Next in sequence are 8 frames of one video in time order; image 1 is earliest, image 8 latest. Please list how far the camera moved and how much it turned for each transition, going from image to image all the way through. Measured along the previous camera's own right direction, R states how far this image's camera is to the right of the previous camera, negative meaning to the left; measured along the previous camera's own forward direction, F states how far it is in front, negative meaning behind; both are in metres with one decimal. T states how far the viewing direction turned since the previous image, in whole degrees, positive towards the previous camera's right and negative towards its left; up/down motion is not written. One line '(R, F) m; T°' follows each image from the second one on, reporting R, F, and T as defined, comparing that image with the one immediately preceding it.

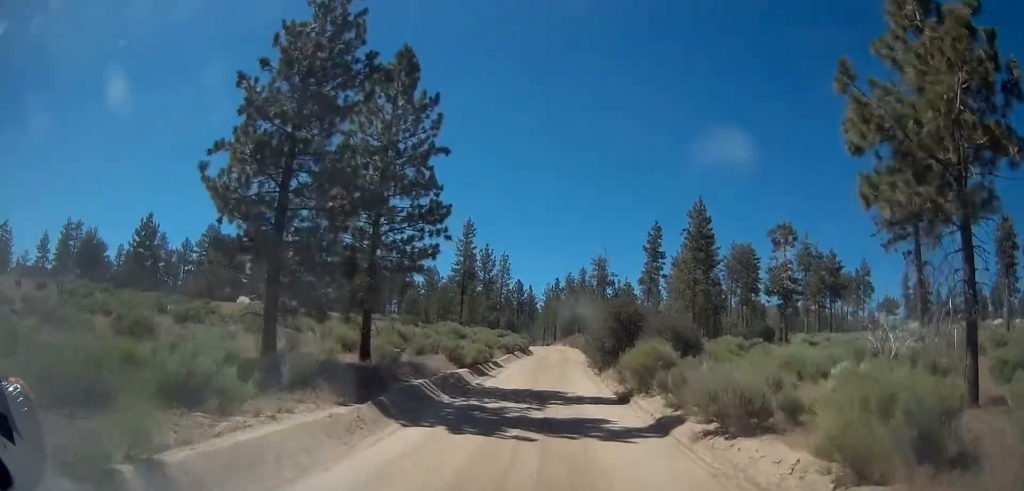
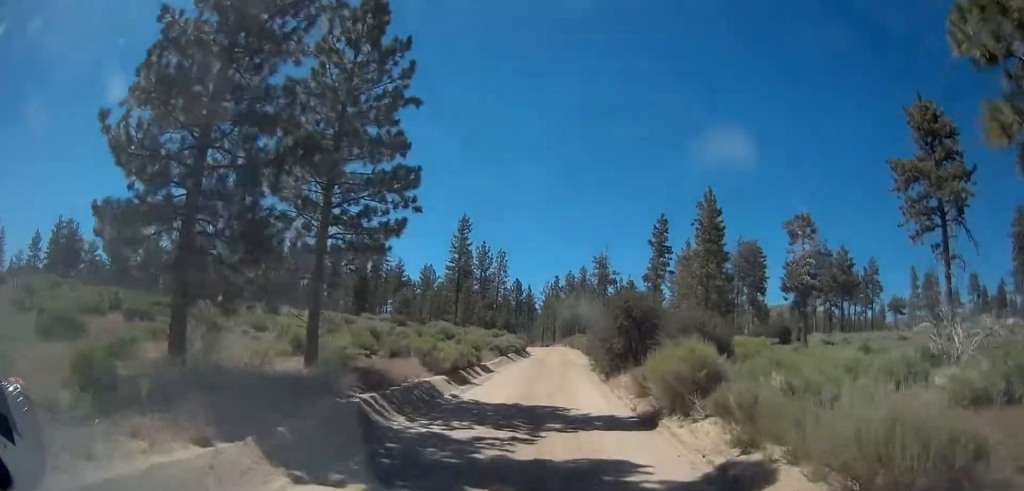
(0.0, +4.9) m; +3°
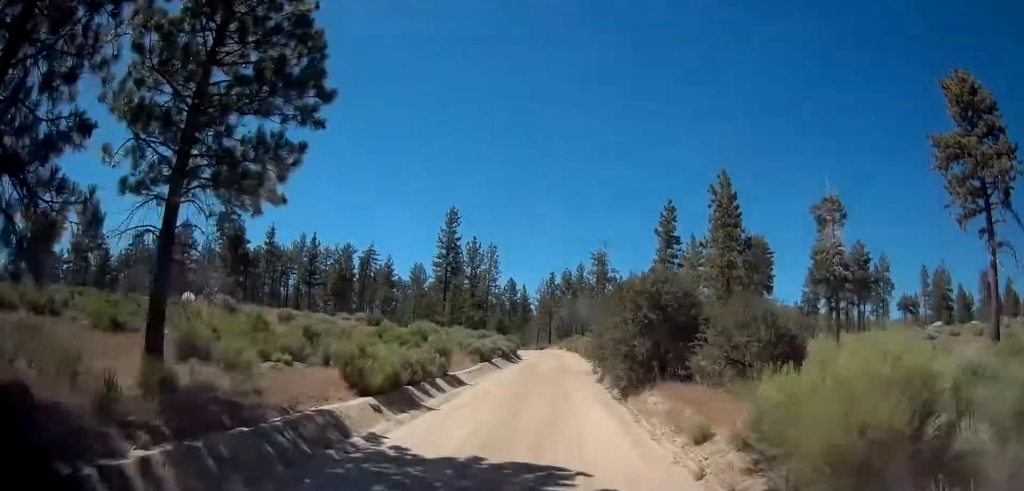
(+0.5, +7.3) m; 0°
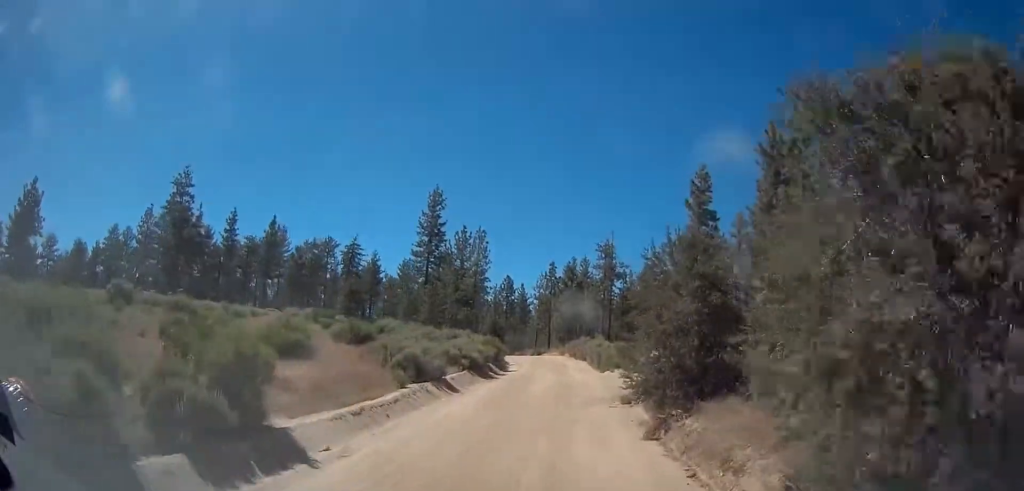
(-1.0, +13.9) m; -2°
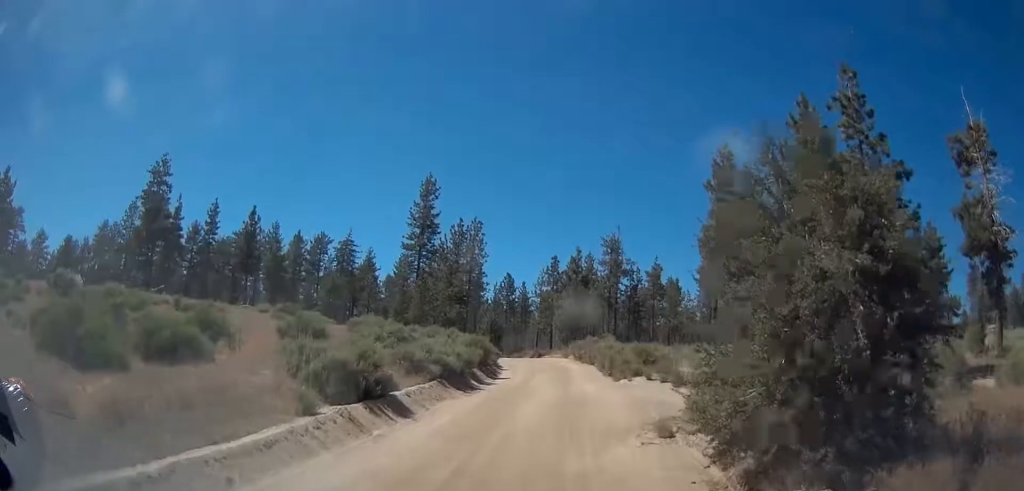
(+0.3, +6.0) m; +2°
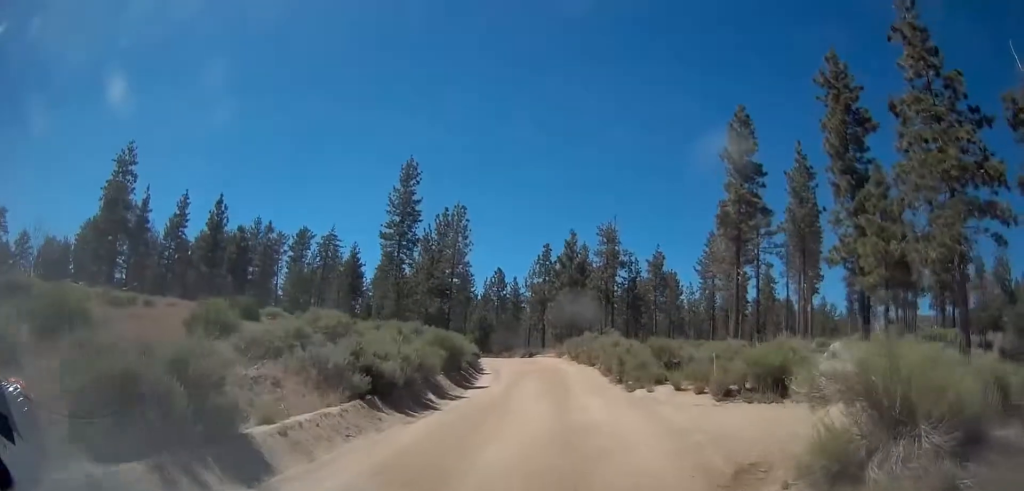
(+0.2, +6.1) m; -1°
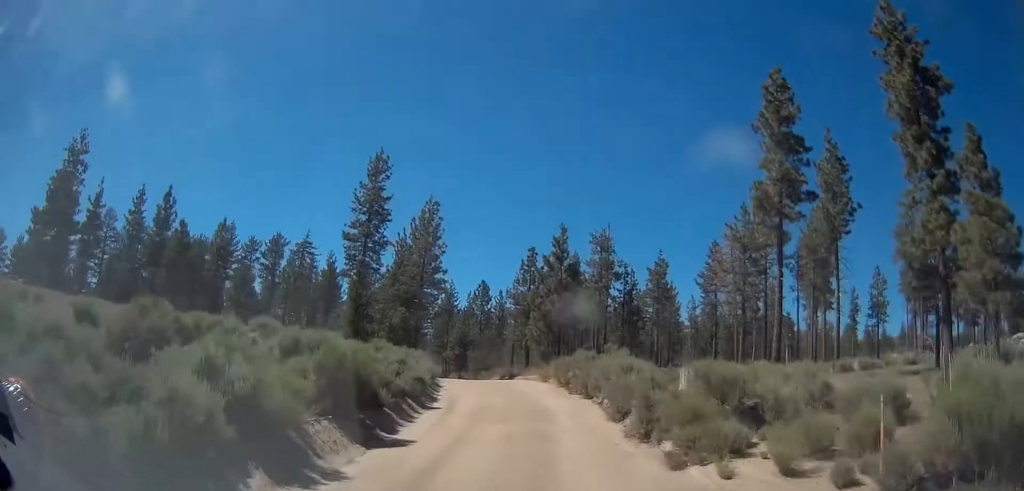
(-0.5, +8.4) m; -4°
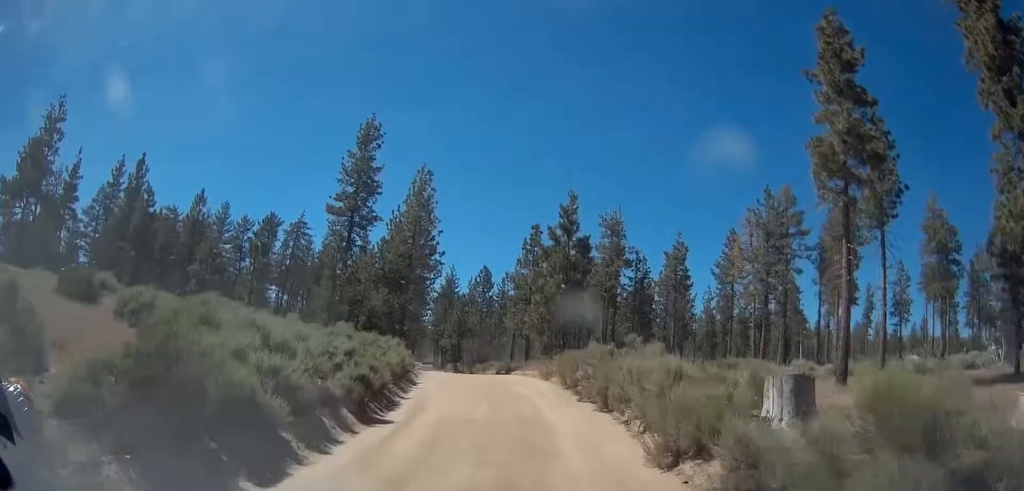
(-0.1, +5.8) m; 0°
